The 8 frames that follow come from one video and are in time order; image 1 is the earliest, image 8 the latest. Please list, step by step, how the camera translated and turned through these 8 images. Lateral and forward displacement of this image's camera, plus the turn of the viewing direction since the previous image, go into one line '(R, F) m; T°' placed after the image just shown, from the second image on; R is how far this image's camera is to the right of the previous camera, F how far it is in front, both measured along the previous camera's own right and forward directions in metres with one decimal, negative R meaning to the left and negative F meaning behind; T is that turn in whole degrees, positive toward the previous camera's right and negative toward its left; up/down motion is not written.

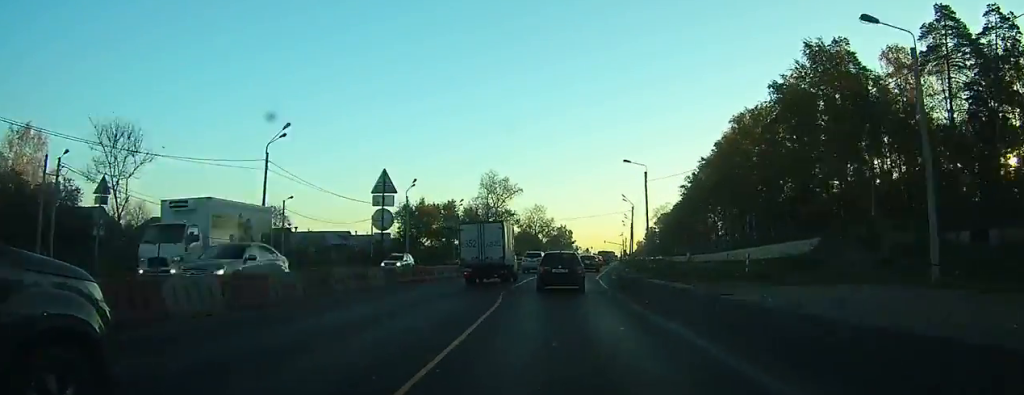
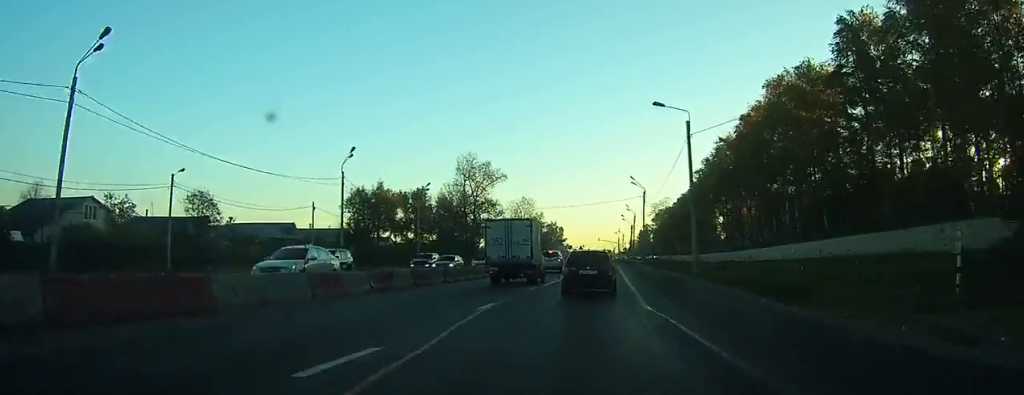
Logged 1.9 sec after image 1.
(+0.3, +18.3) m; +3°
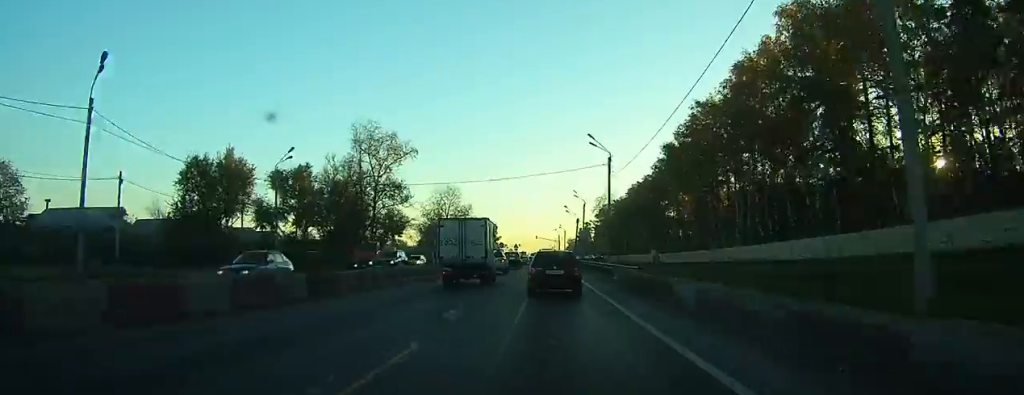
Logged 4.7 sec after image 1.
(+1.2, +24.8) m; +4°
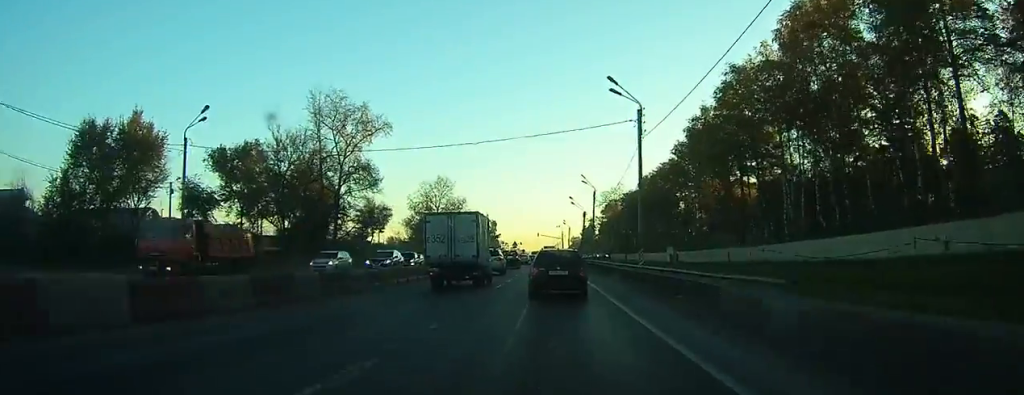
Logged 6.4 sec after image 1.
(+0.3, +15.1) m; +1°
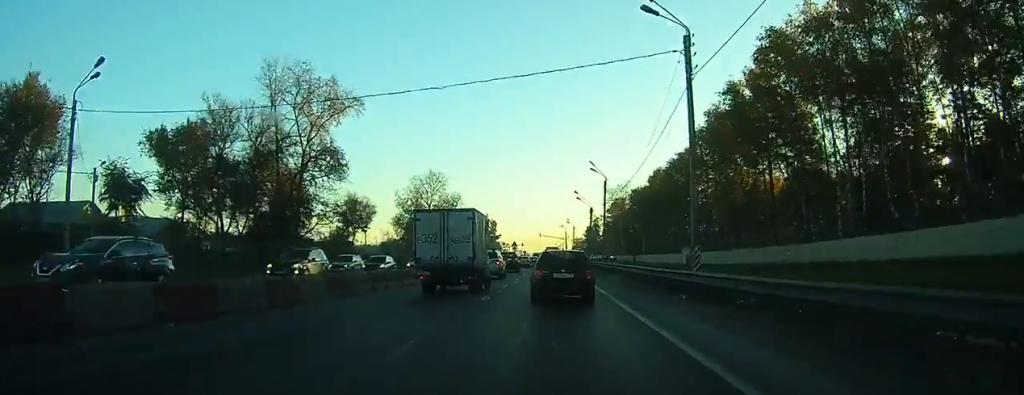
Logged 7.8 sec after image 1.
(-0.1, +12.0) m; 0°
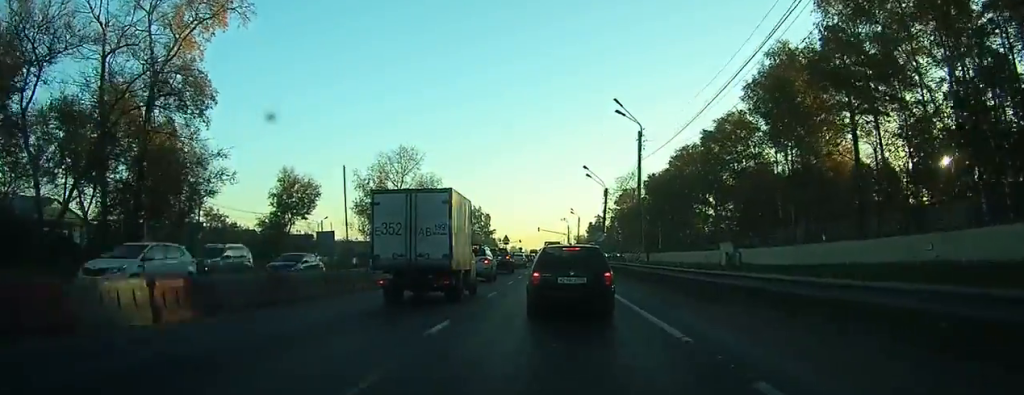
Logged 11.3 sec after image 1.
(+0.5, +23.7) m; +4°
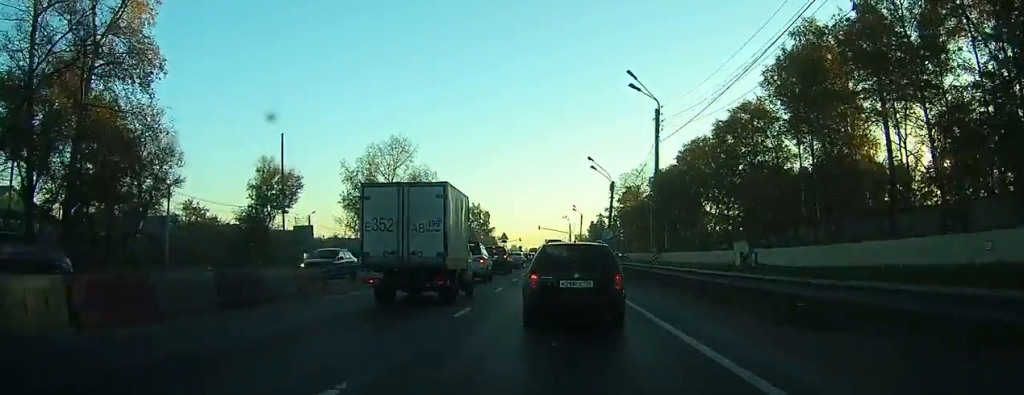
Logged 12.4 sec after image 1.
(+0.1, +5.9) m; +1°
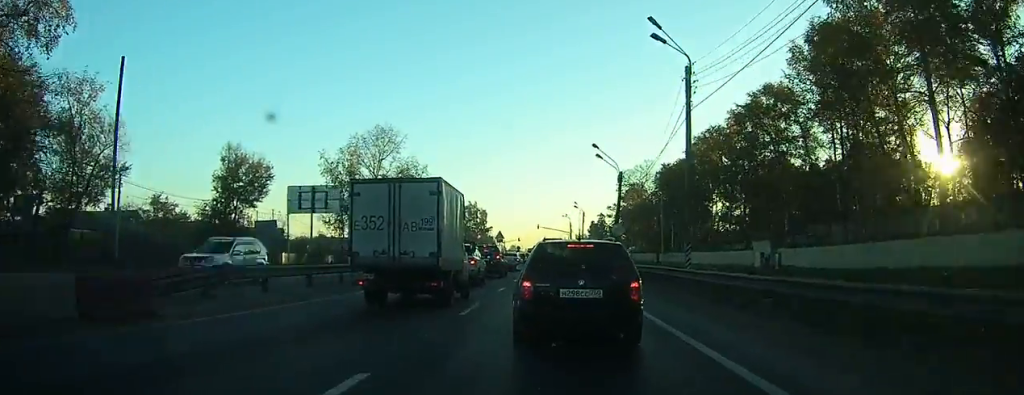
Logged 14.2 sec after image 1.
(+0.1, +7.0) m; -1°
